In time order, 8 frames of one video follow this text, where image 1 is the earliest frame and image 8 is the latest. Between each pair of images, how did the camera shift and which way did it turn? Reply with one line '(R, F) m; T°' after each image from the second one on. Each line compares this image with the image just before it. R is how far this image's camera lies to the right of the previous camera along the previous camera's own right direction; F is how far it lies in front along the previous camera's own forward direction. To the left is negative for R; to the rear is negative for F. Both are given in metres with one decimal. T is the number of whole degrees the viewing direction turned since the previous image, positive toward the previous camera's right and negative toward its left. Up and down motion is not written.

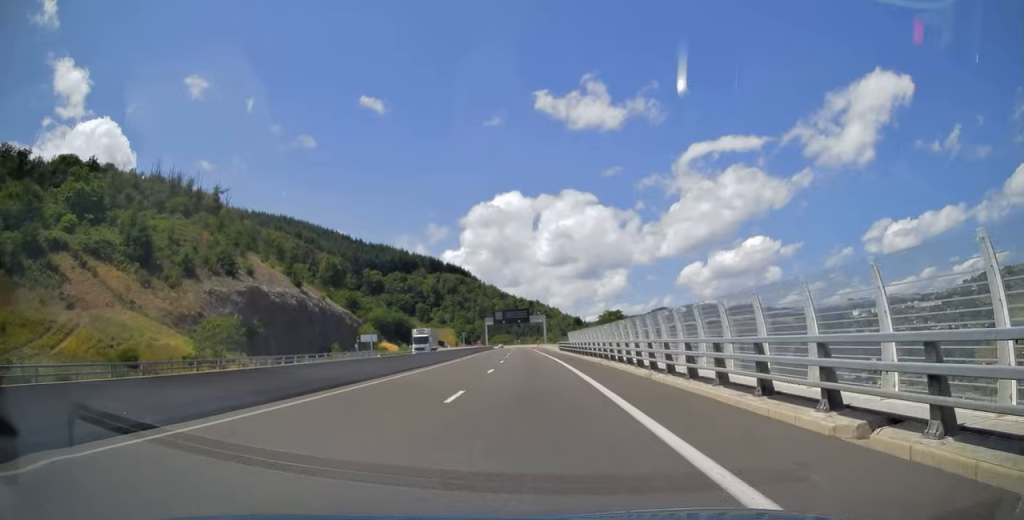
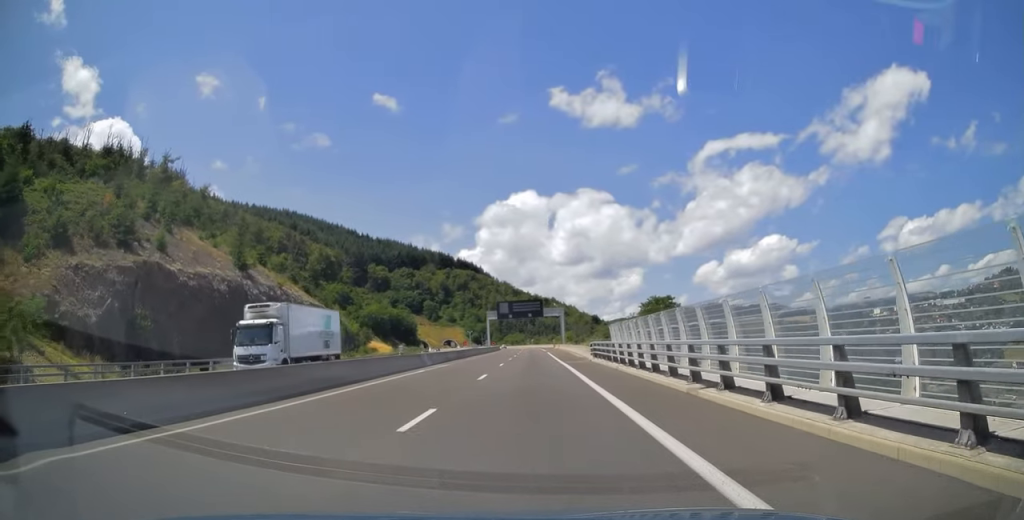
(-0.6, +30.4) m; -2°
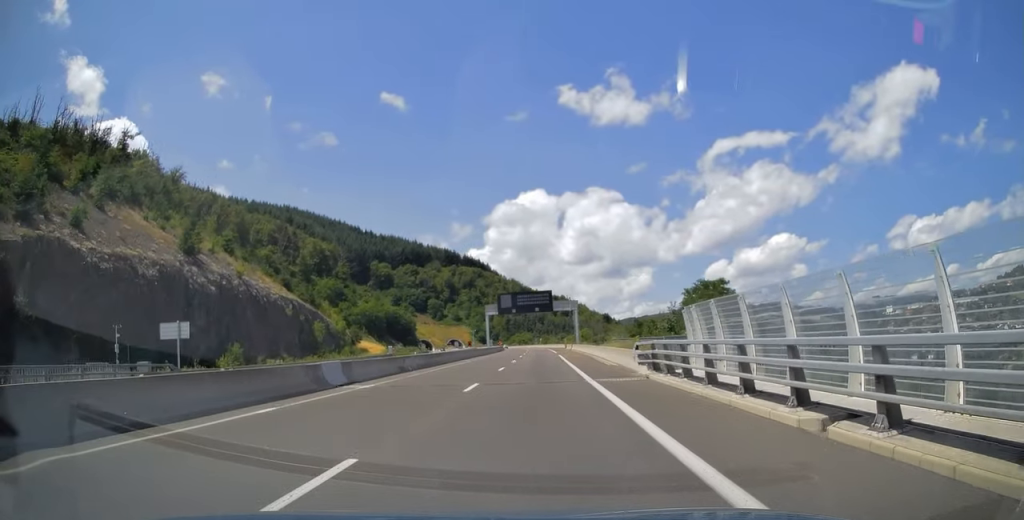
(-0.3, +18.4) m; -1°
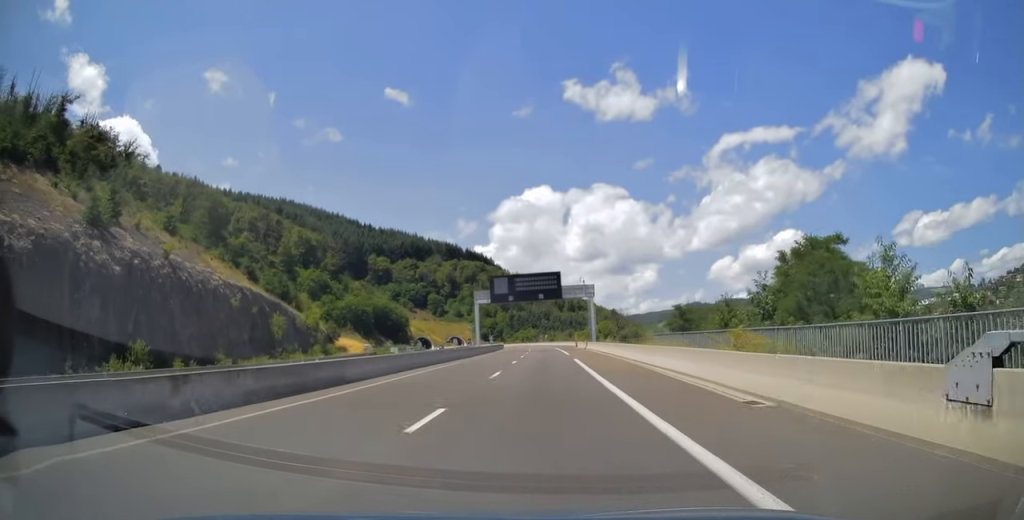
(0.0, +20.9) m; 0°
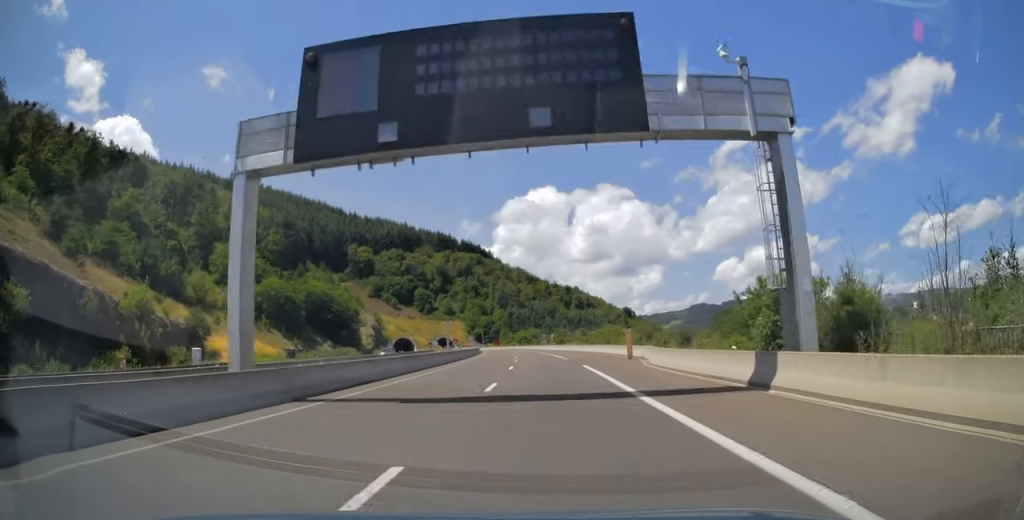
(-0.5, +57.7) m; -1°
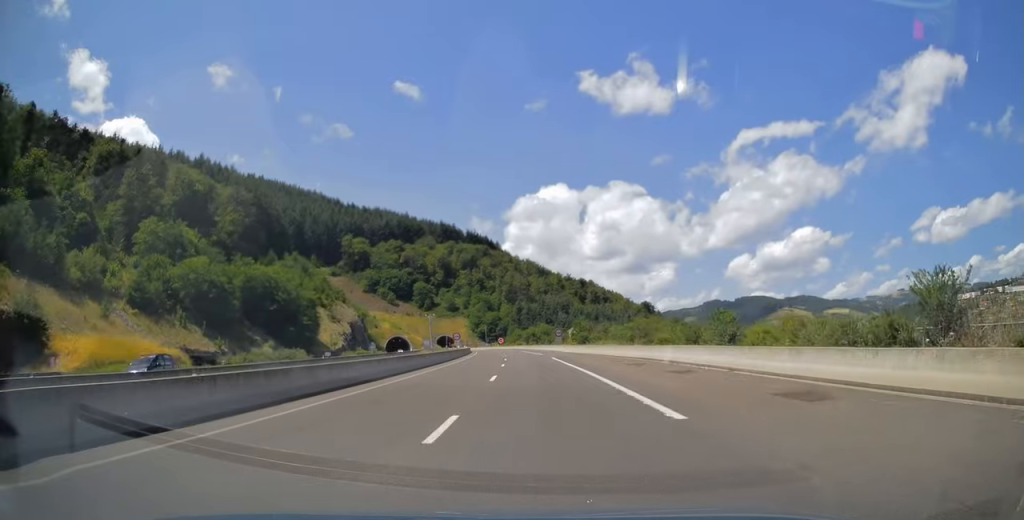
(0.0, +34.6) m; -1°
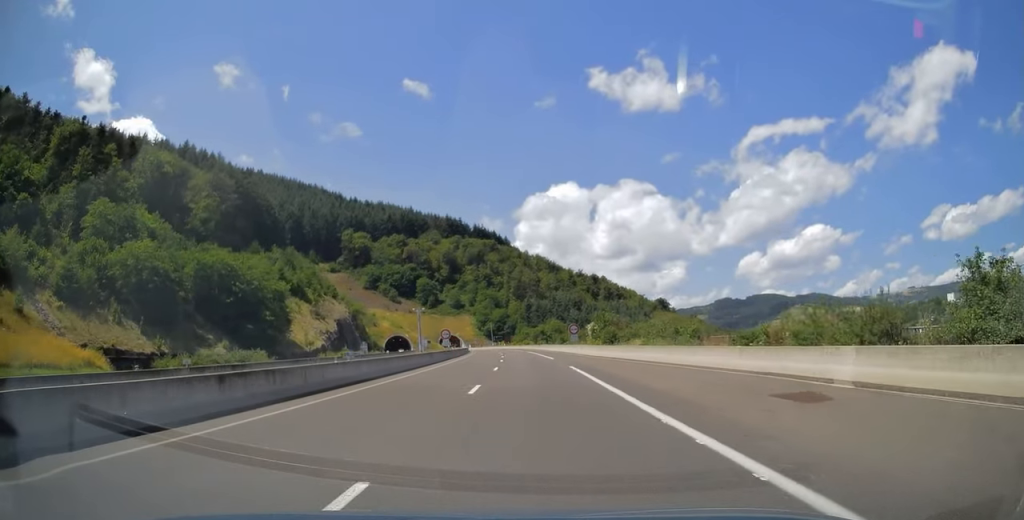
(+0.1, +18.3) m; -1°
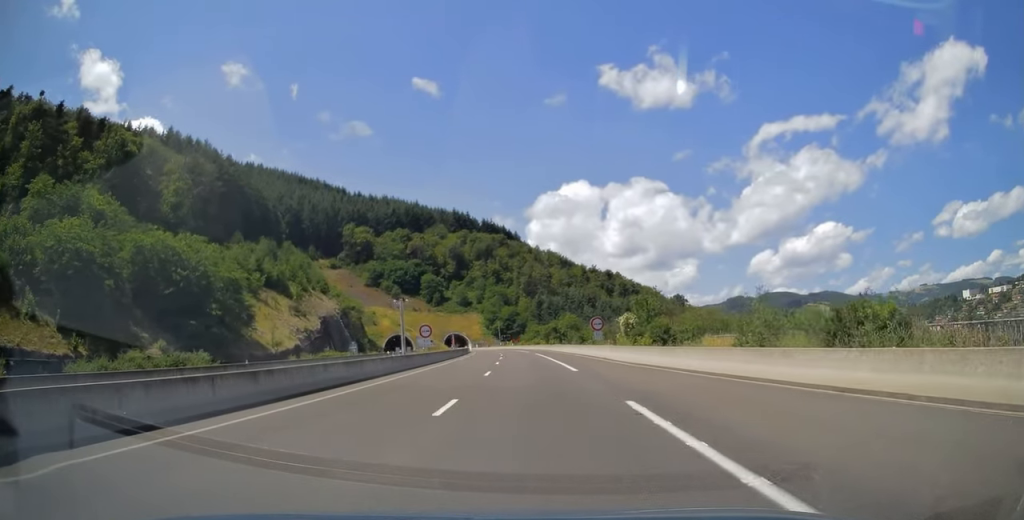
(-0.4, +17.8) m; -1°
